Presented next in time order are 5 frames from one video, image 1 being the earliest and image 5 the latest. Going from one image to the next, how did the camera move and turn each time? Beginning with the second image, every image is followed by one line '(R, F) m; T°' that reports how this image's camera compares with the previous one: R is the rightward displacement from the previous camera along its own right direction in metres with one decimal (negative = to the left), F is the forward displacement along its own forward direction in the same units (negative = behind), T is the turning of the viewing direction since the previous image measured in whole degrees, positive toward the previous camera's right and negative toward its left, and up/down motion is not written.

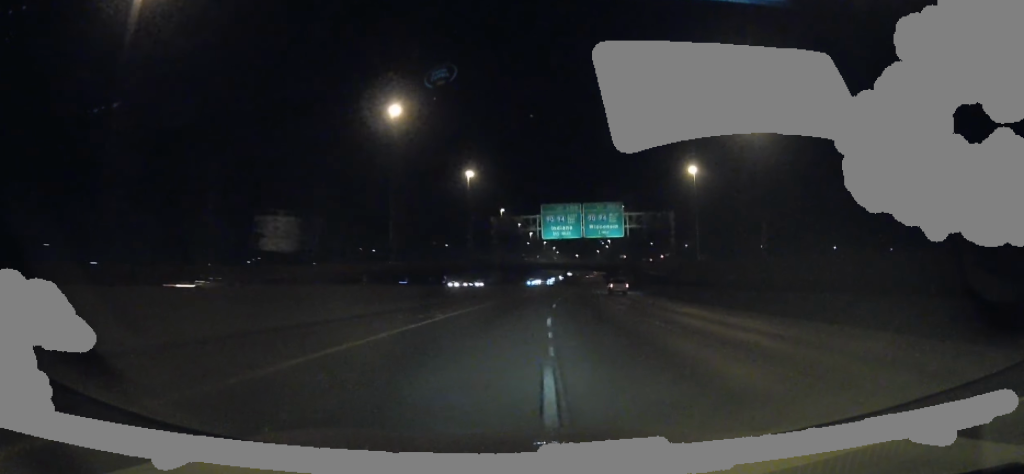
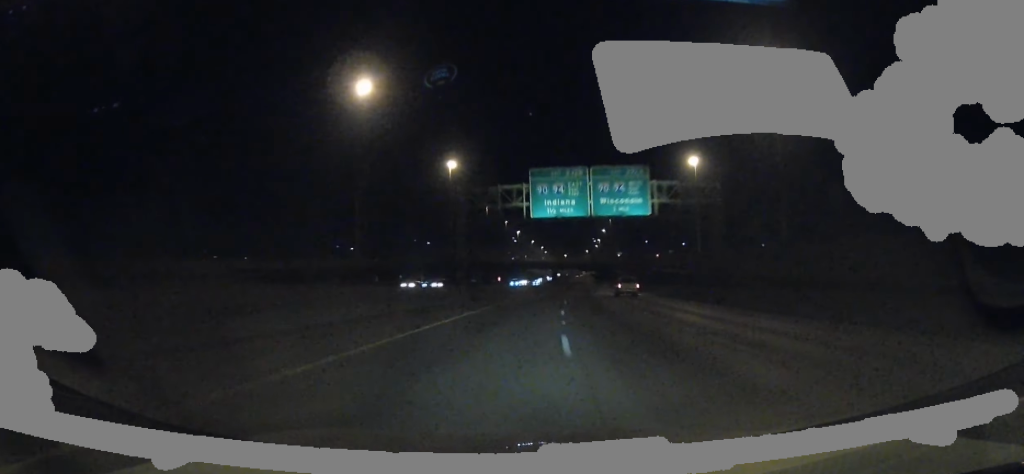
(0.0, +19.2) m; +1°
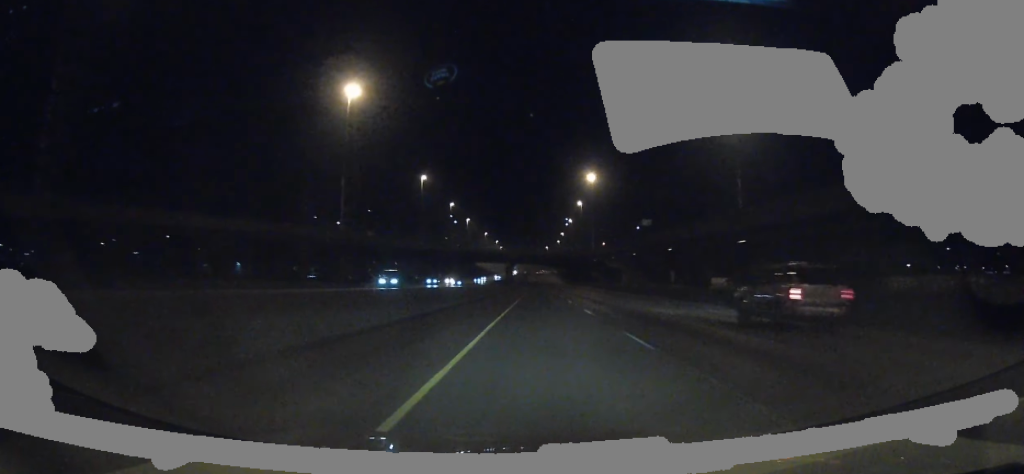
(+4.1, +83.1) m; +4°
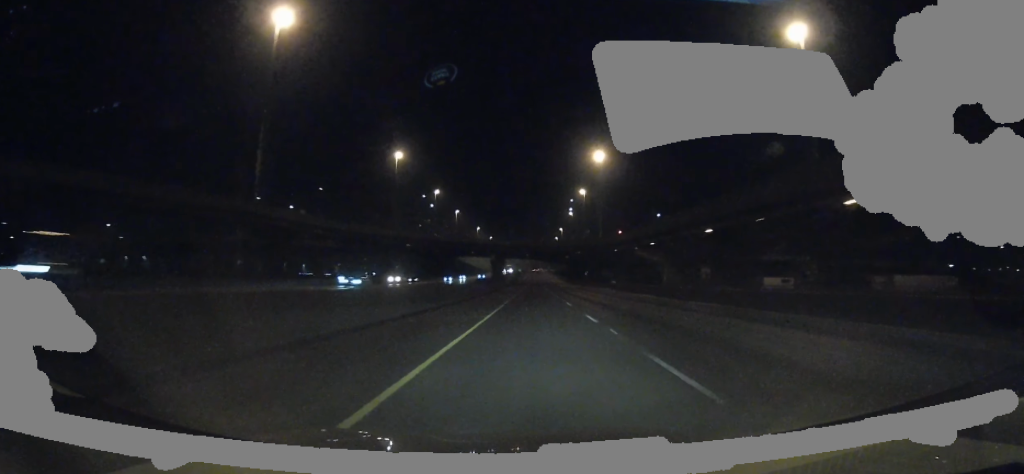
(+0.5, +41.1) m; +1°
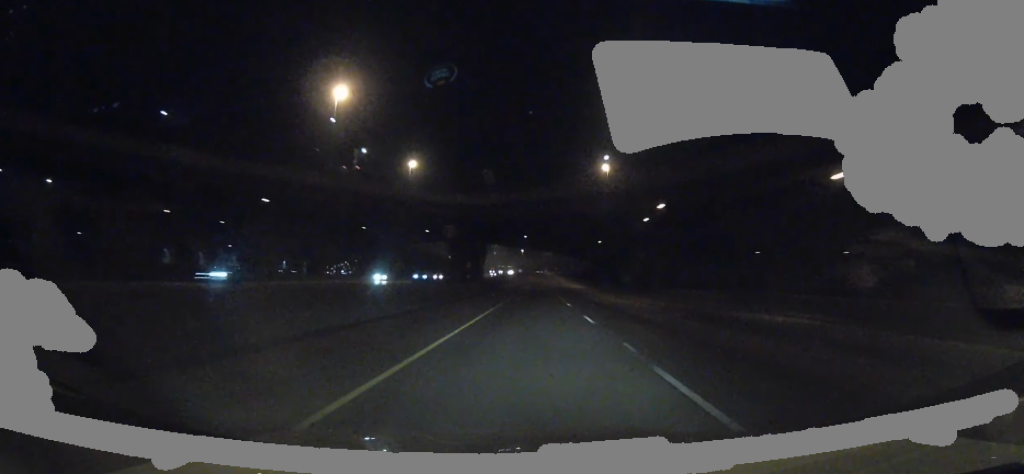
(+0.2, +74.2) m; 0°
